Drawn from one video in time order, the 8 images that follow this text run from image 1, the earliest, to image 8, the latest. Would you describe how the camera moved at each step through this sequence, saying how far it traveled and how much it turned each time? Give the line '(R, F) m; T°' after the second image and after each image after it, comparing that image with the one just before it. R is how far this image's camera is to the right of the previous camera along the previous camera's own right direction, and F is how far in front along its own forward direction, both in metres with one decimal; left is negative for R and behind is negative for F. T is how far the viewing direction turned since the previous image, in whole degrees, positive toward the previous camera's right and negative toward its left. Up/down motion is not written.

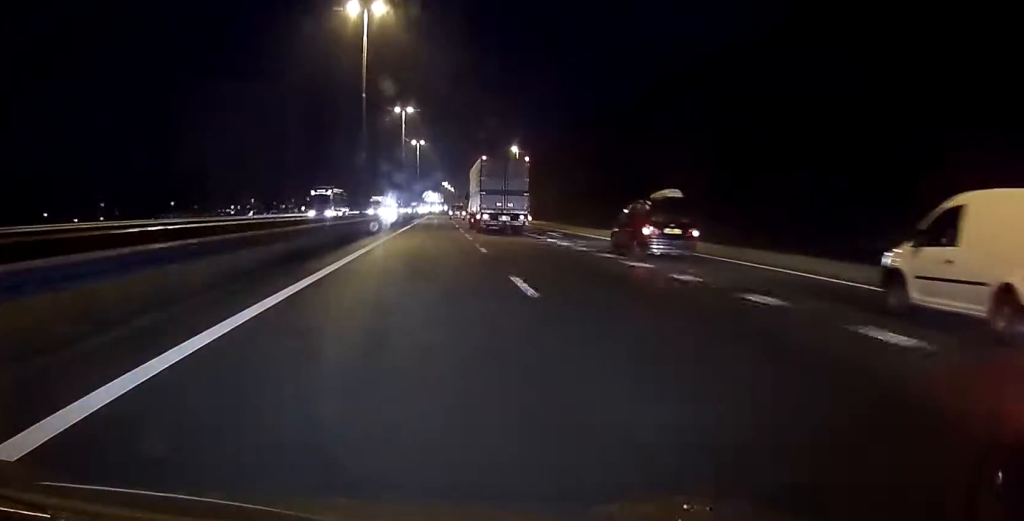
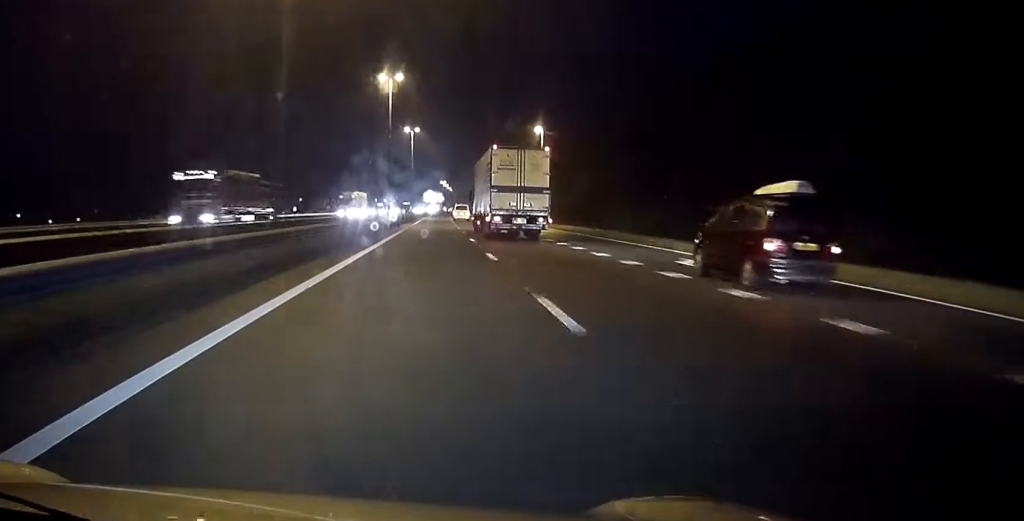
(-0.1, +26.9) m; 0°
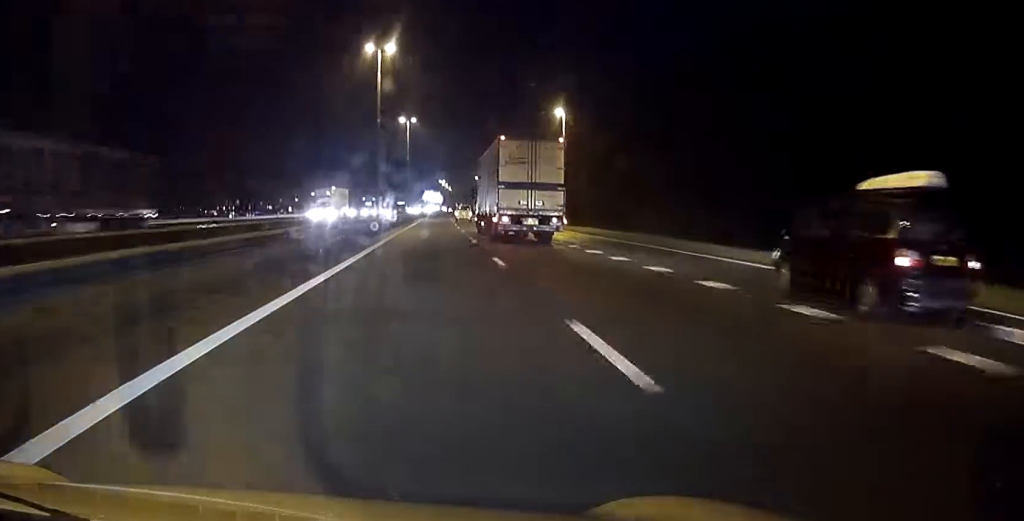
(-0.5, +14.4) m; 0°
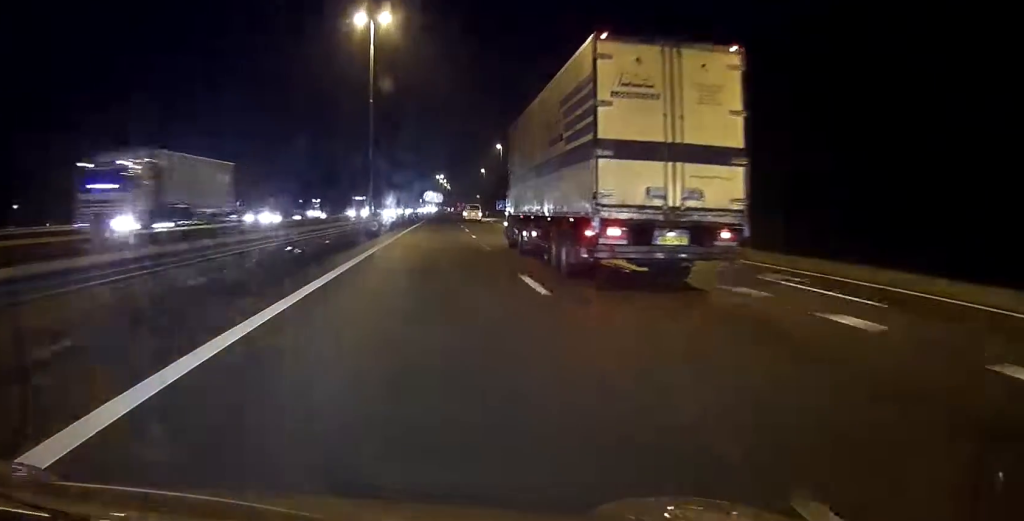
(+1.6, +67.0) m; +1°
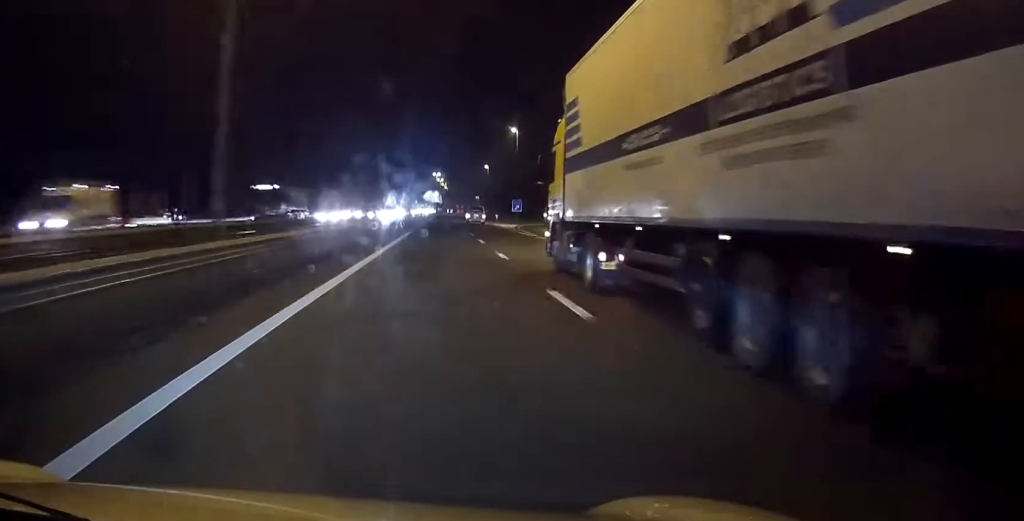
(+0.2, +38.7) m; +1°
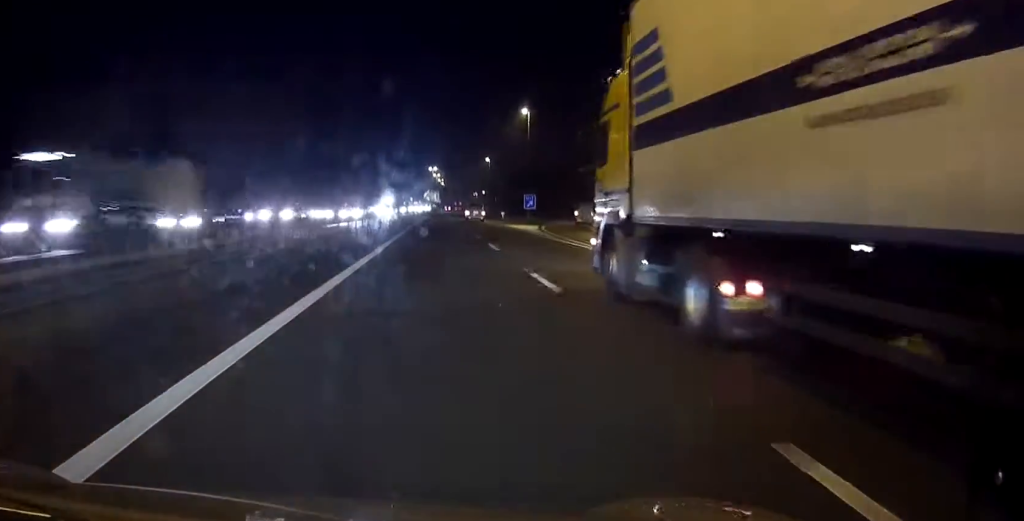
(0.0, +20.9) m; 0°
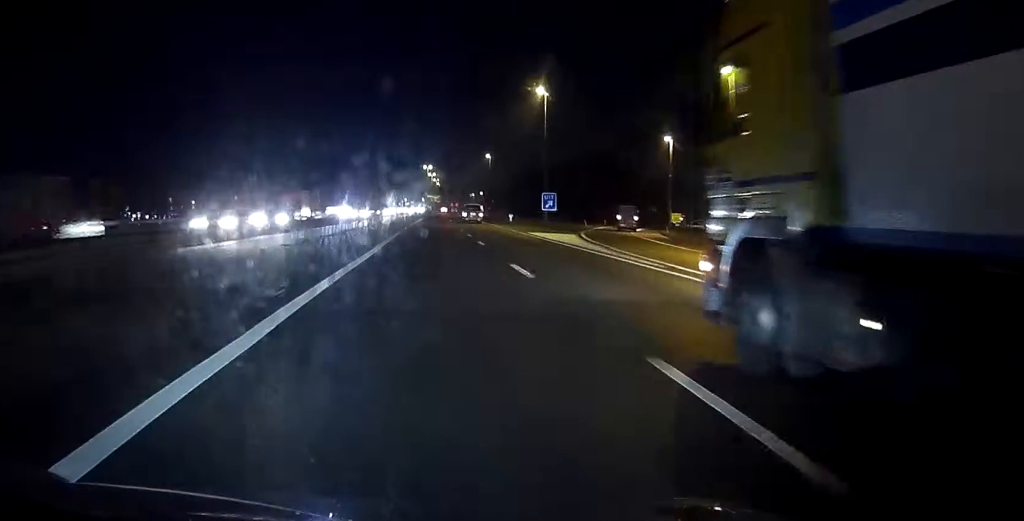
(+0.1, +20.8) m; 0°
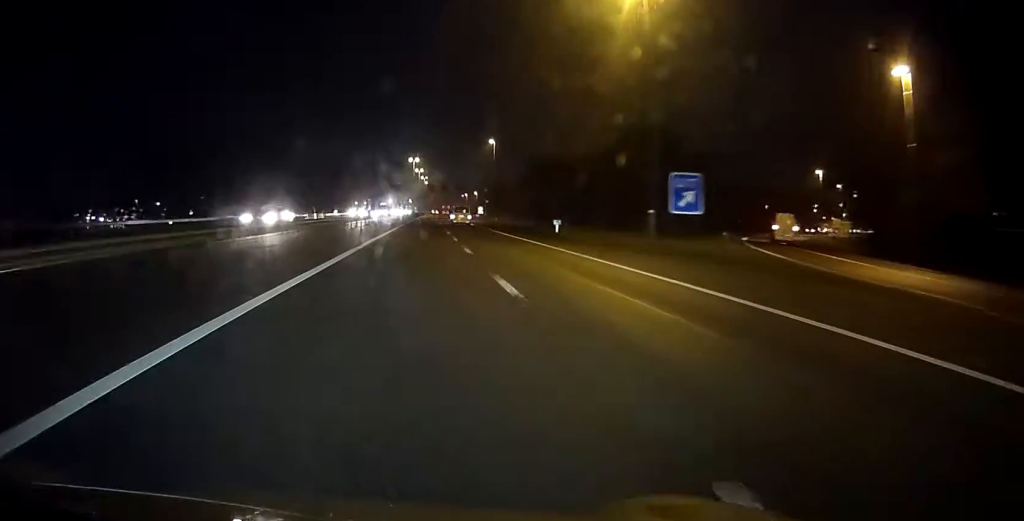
(+0.2, +46.5) m; 0°
